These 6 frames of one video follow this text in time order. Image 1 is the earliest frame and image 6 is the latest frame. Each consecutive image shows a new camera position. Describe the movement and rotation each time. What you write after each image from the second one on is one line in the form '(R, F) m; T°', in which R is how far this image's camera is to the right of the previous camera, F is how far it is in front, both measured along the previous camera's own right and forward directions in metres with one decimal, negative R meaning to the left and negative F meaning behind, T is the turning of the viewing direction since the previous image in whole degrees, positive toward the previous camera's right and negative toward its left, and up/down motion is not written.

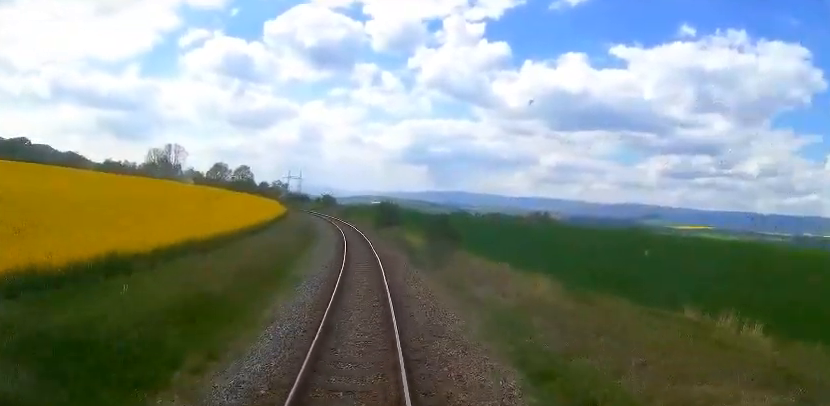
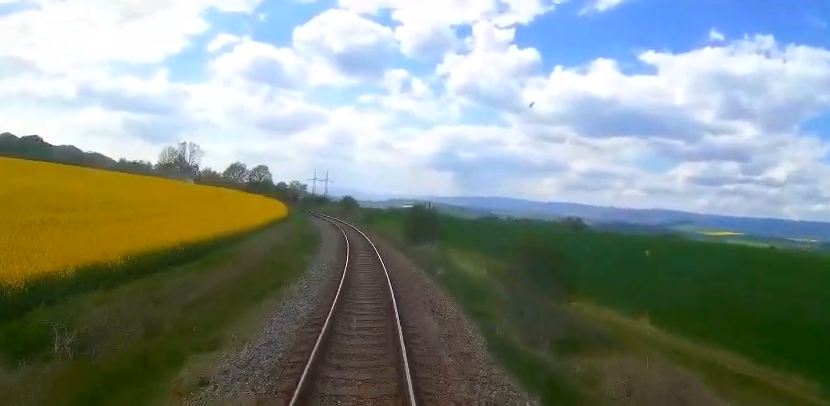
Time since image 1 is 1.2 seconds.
(-0.5, +15.5) m; -3°
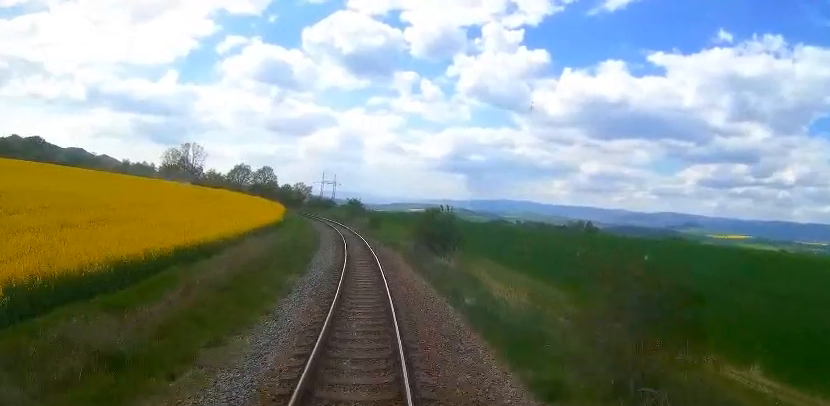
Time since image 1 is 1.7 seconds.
(+0.1, +6.0) m; -1°
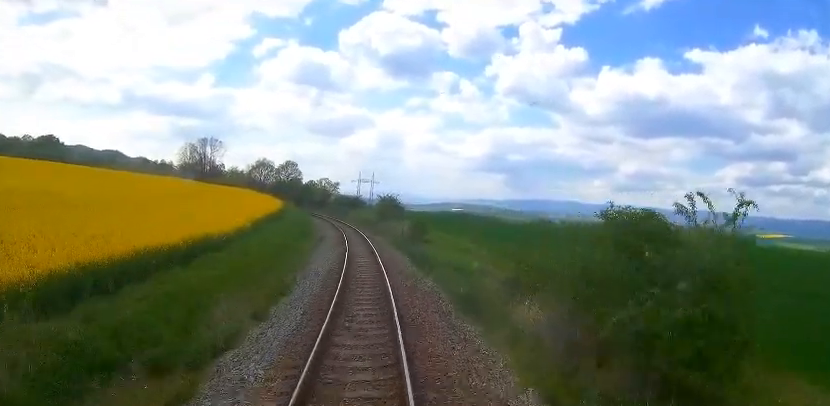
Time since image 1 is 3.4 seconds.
(-1.5, +22.0) m; -8°
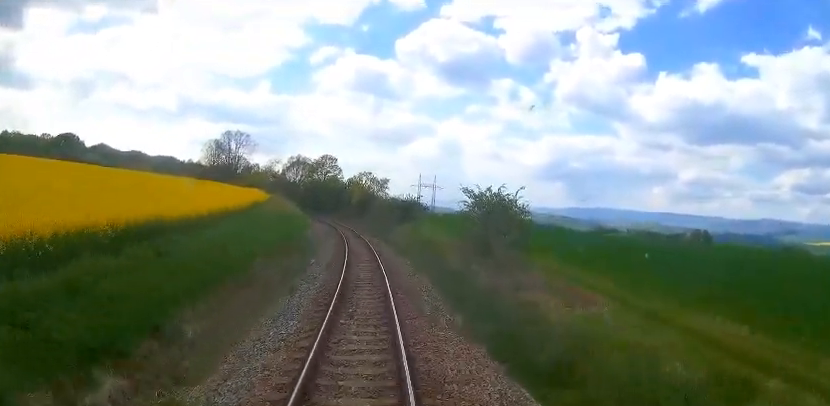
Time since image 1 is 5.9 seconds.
(-2.4, +33.2) m; -7°
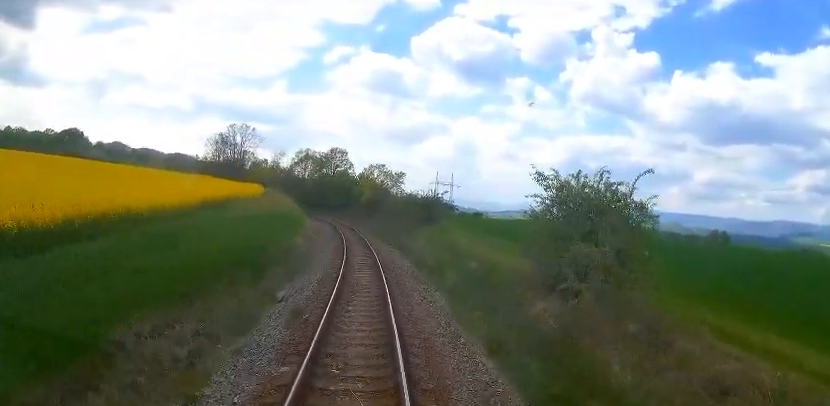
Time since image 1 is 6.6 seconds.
(-0.3, +9.1) m; -2°
